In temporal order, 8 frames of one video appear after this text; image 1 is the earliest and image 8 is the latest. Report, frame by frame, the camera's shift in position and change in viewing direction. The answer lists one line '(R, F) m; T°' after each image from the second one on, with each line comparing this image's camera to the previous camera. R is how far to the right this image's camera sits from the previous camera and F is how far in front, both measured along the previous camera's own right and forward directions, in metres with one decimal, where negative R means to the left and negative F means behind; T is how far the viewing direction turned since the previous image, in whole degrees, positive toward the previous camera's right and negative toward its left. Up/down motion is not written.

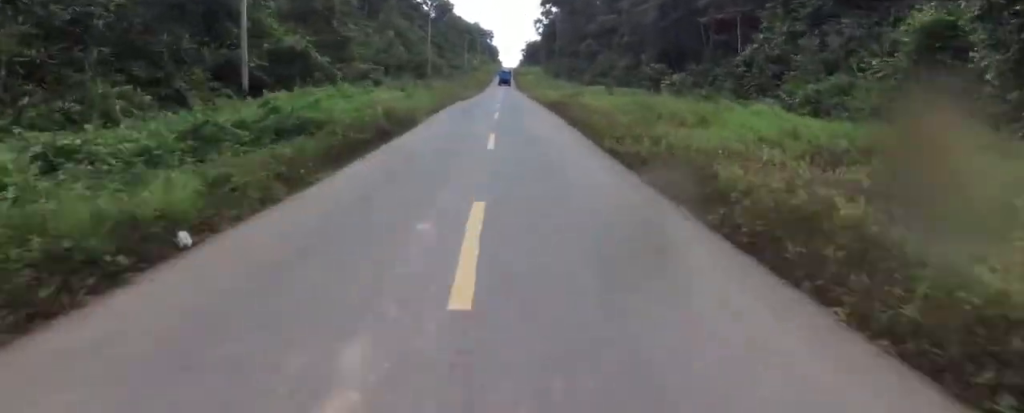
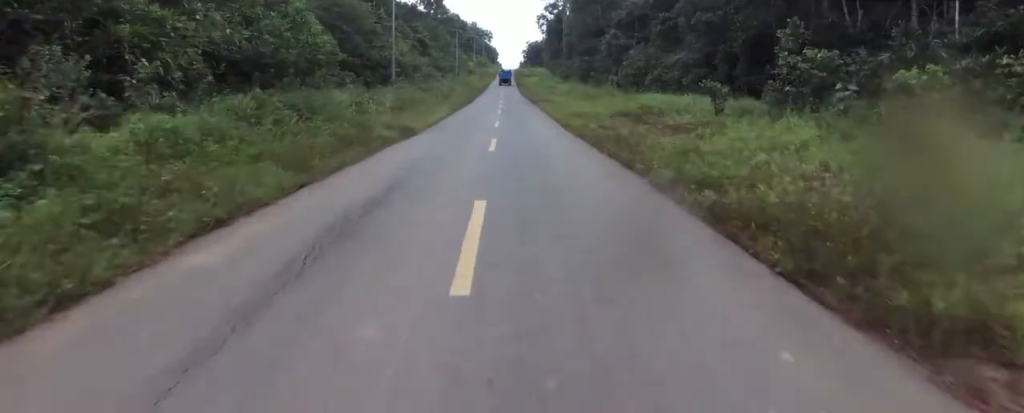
(0.0, +24.2) m; 0°
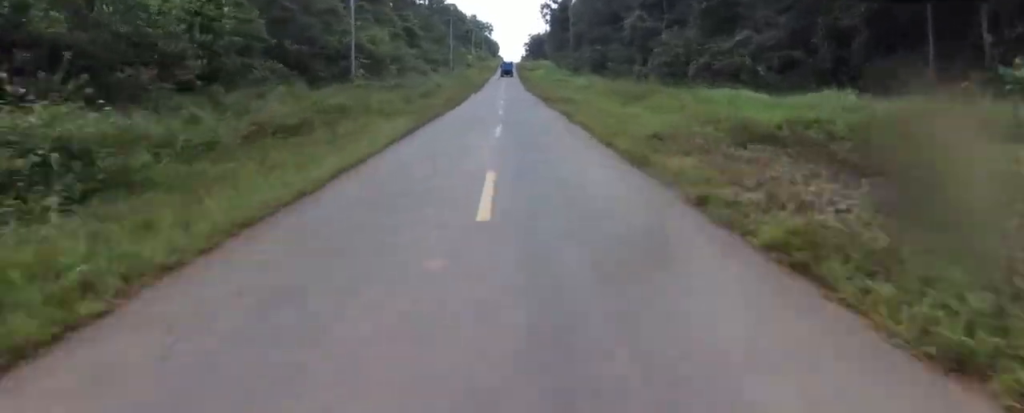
(0.0, +14.3) m; 0°
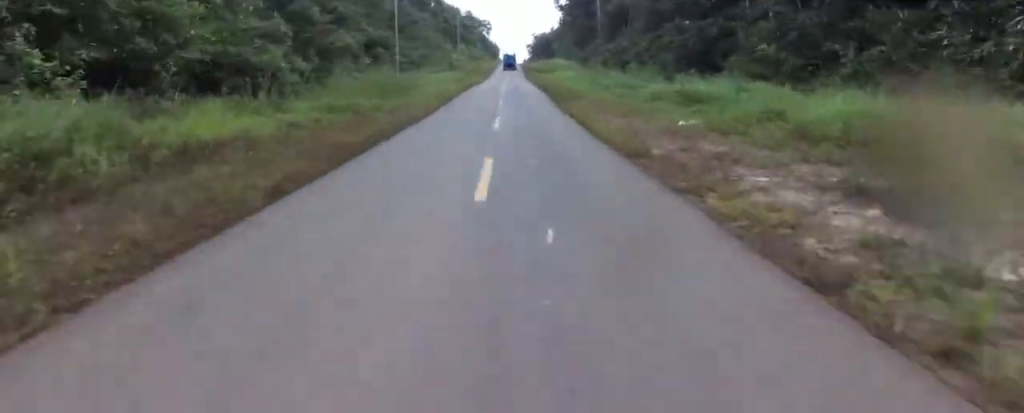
(0.0, +47.6) m; 0°
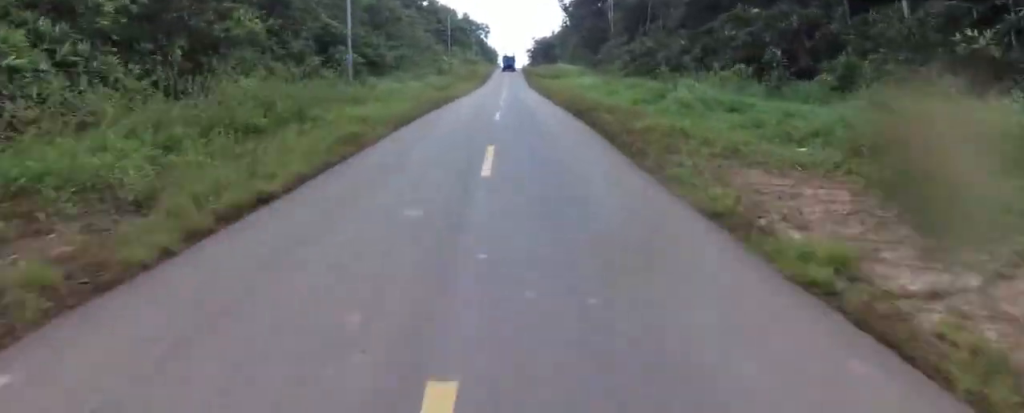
(0.0, +14.8) m; 0°
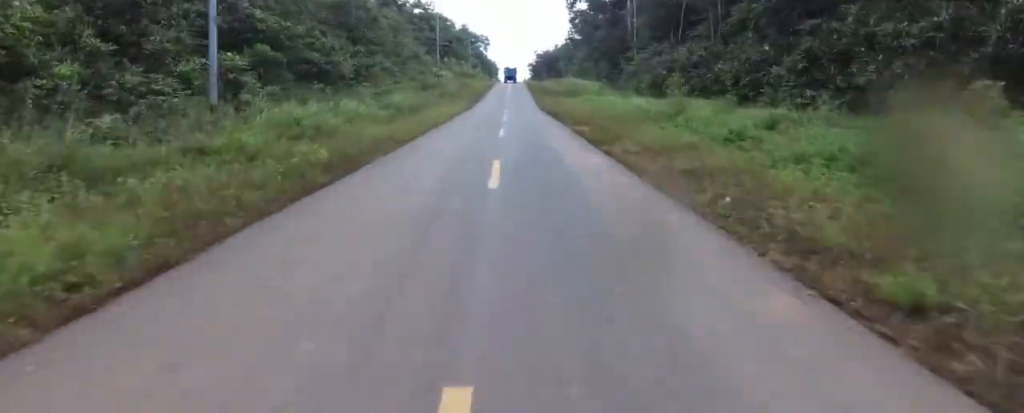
(0.0, +17.2) m; 0°
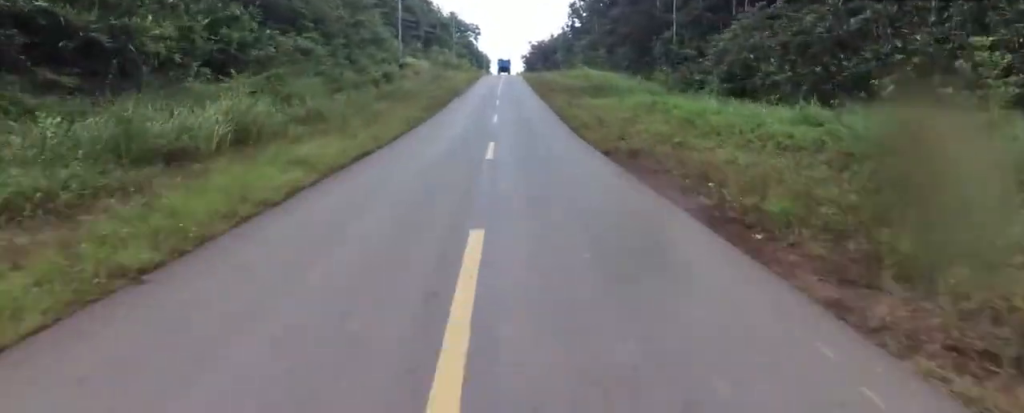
(-0.1, +22.6) m; +3°
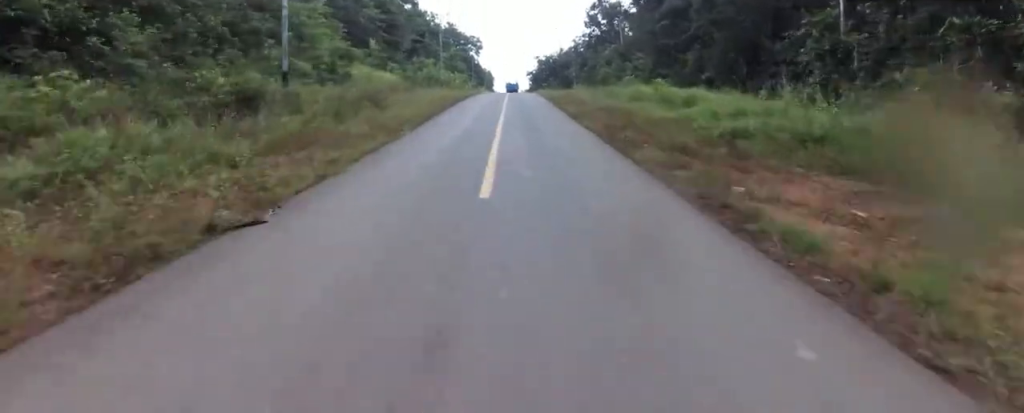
(+1.1, +27.6) m; -1°
